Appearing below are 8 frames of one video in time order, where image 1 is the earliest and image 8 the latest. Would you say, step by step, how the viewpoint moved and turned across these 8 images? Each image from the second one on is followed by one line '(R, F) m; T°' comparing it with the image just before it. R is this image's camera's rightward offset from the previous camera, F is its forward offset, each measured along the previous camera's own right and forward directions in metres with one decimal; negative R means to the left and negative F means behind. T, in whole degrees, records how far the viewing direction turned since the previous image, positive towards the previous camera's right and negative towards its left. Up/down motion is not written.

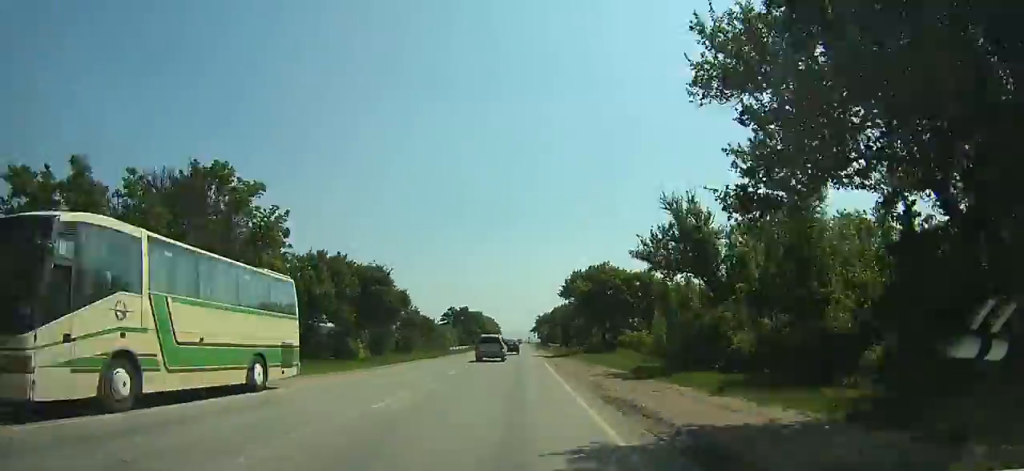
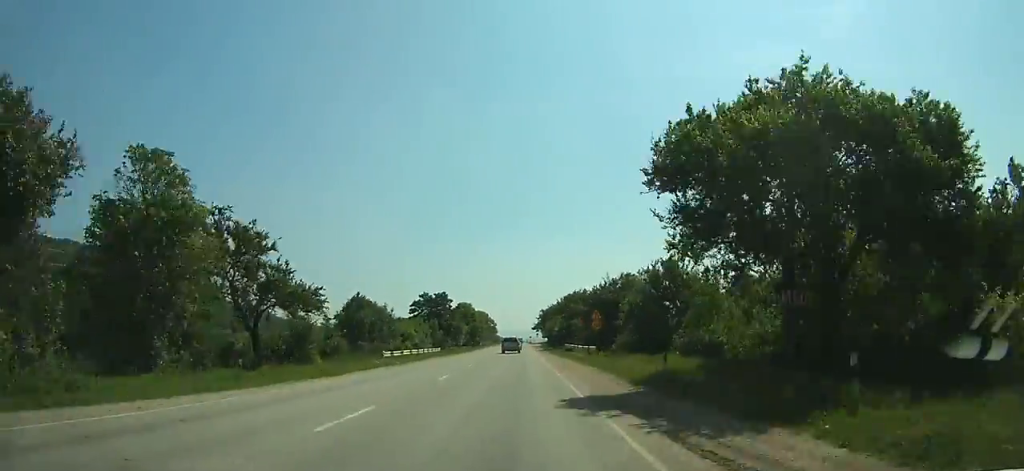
(-0.1, +39.6) m; 0°
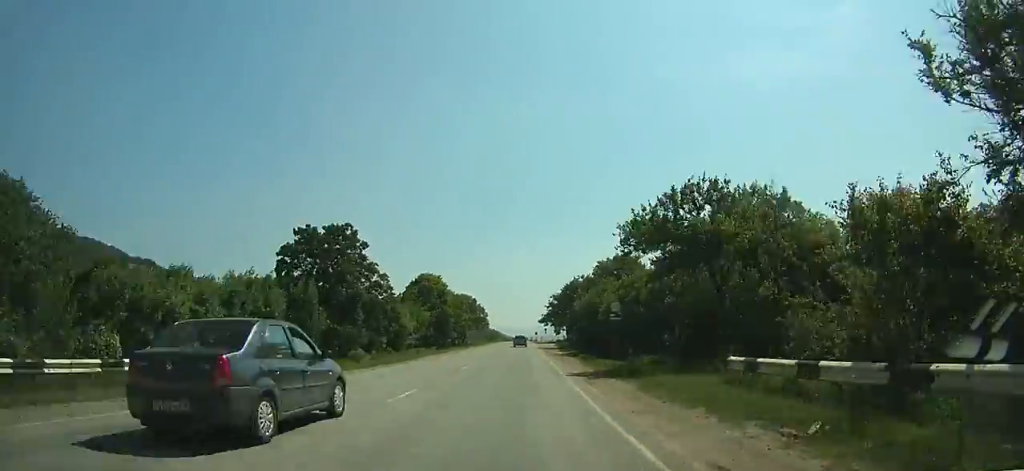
(+0.2, +54.9) m; 0°
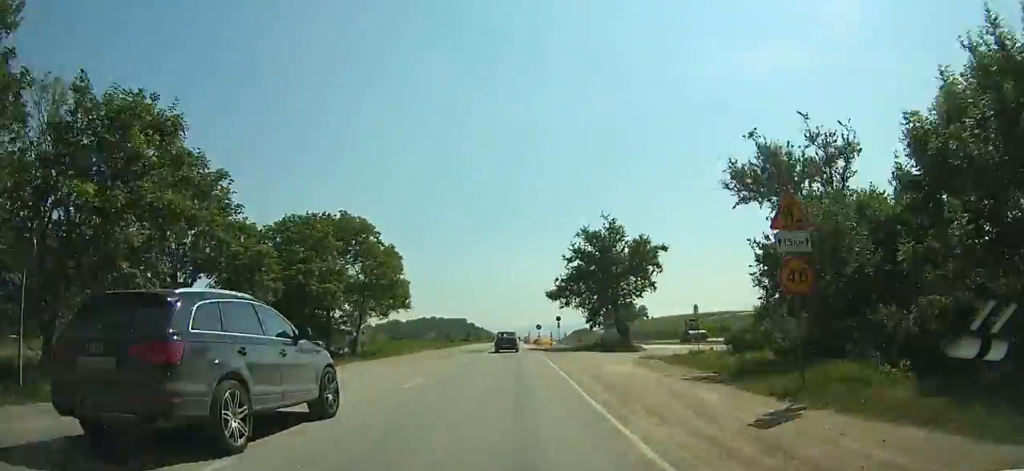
(+0.1, +78.6) m; 0°
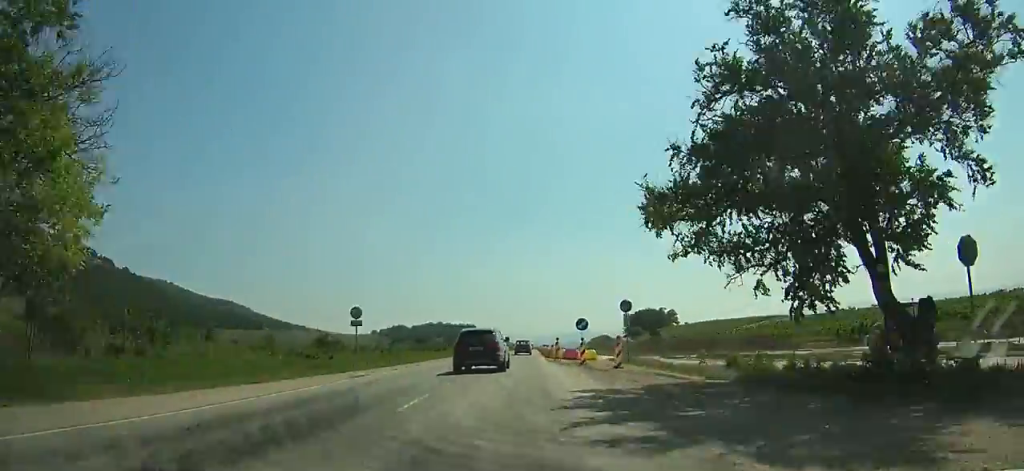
(-0.1, +40.2) m; 0°
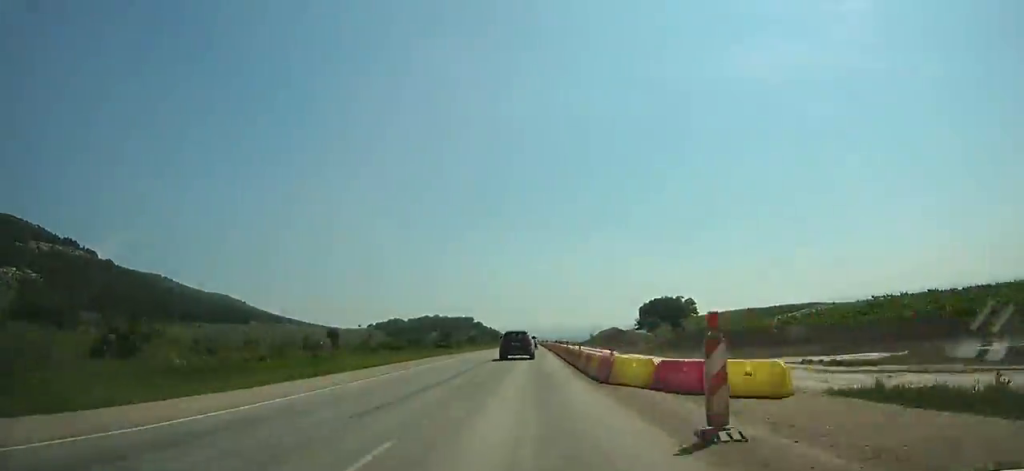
(-0.4, +30.2) m; 0°
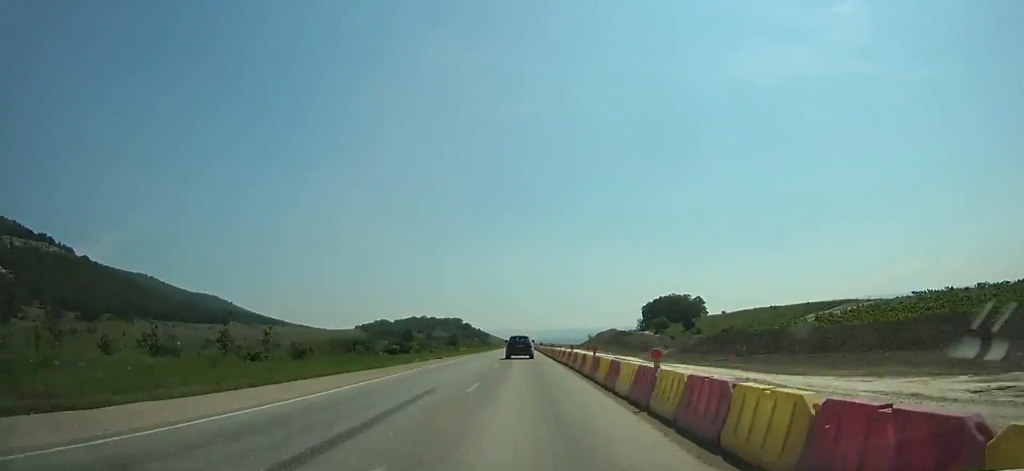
(+0.1, +25.3) m; 0°
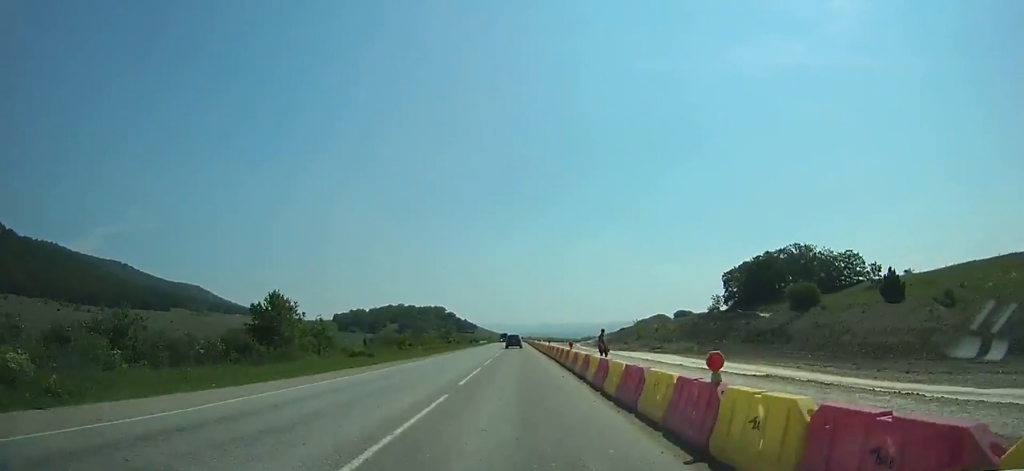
(+1.8, +101.5) m; +2°
